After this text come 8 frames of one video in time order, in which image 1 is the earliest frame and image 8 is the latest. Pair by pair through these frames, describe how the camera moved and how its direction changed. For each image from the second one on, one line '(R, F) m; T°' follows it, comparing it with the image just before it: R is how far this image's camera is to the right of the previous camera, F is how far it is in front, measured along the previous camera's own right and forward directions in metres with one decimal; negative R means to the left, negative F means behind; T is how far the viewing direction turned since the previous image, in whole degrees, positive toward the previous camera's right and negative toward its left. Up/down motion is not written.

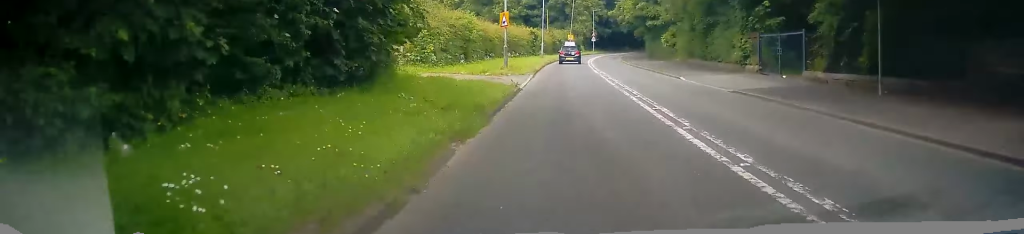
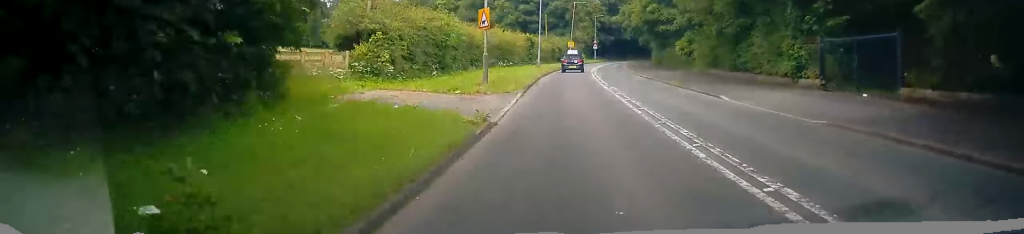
(0.0, +6.6) m; -2°
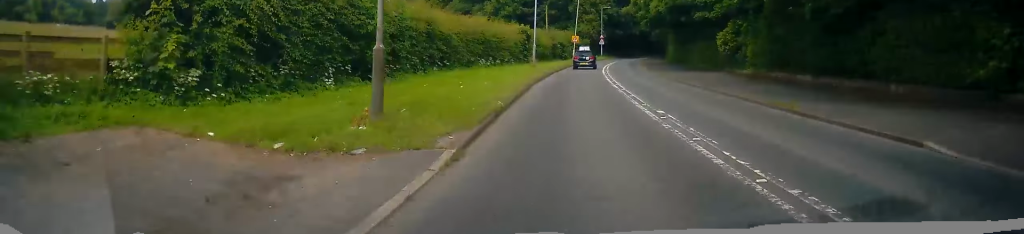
(-0.5, +11.4) m; 0°
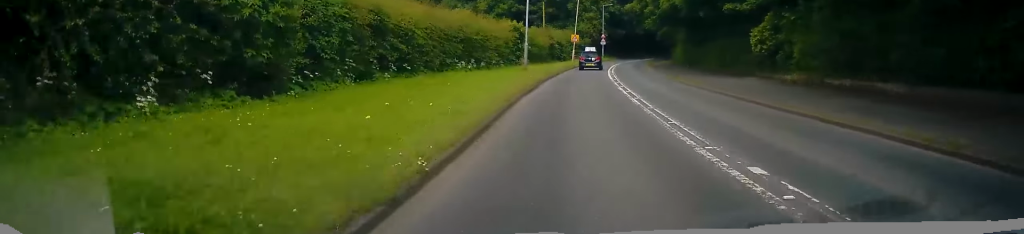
(0.0, +6.5) m; +2°
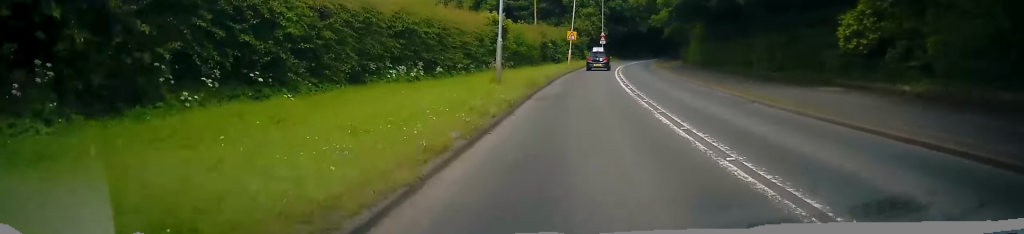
(+0.6, +9.7) m; +4°
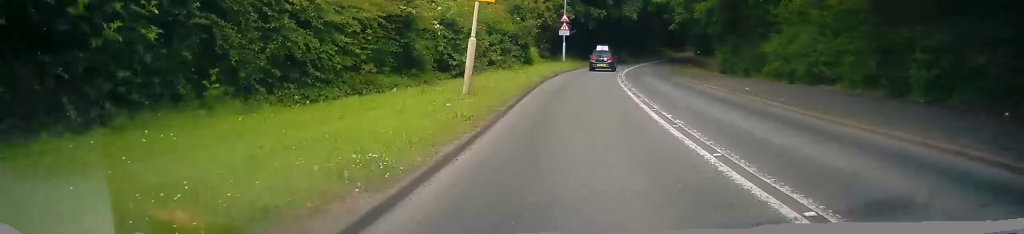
(+2.2, +36.4) m; +5°
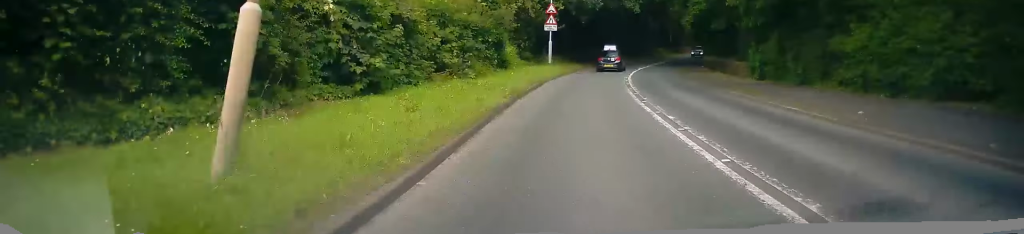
(-0.1, +9.6) m; 0°
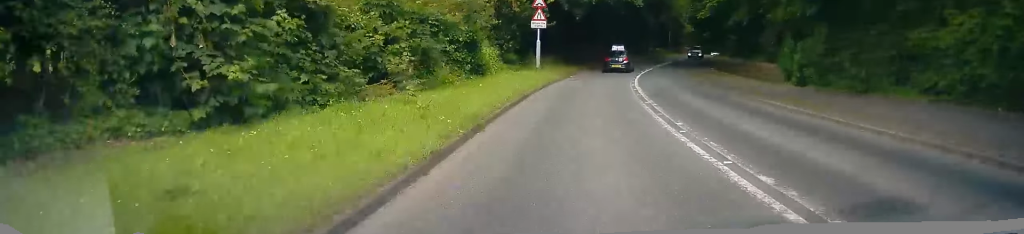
(-0.1, +6.1) m; -1°
